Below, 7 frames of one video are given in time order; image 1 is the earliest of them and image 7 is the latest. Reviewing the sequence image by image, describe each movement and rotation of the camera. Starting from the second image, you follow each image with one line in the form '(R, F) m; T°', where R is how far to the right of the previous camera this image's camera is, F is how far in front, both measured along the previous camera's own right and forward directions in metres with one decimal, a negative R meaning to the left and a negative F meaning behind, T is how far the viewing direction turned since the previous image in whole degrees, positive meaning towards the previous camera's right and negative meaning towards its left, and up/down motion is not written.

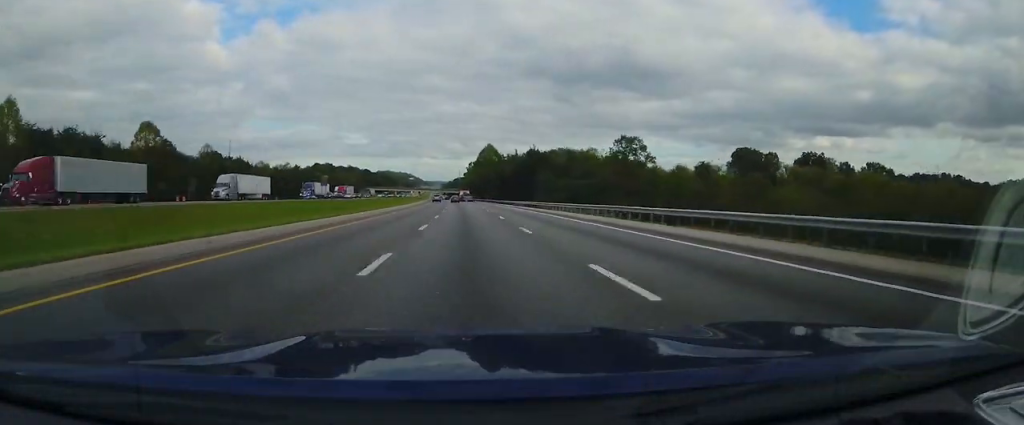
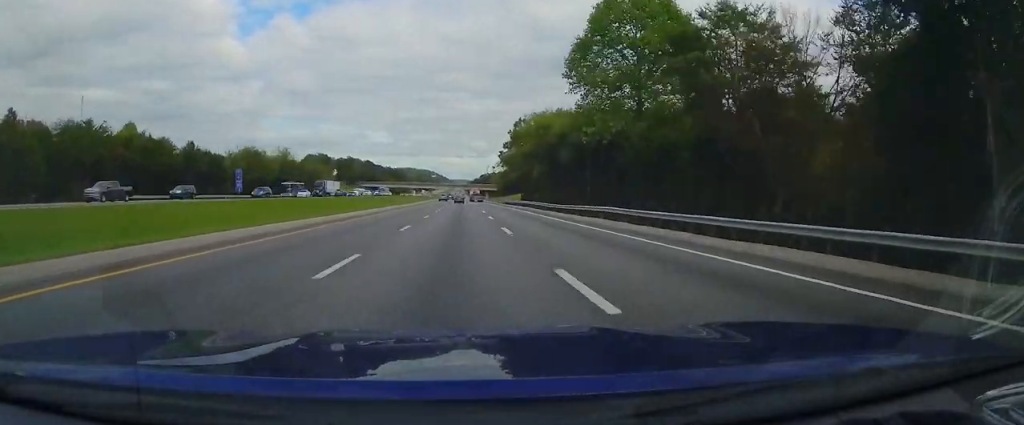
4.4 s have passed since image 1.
(-2.9, +156.4) m; -2°
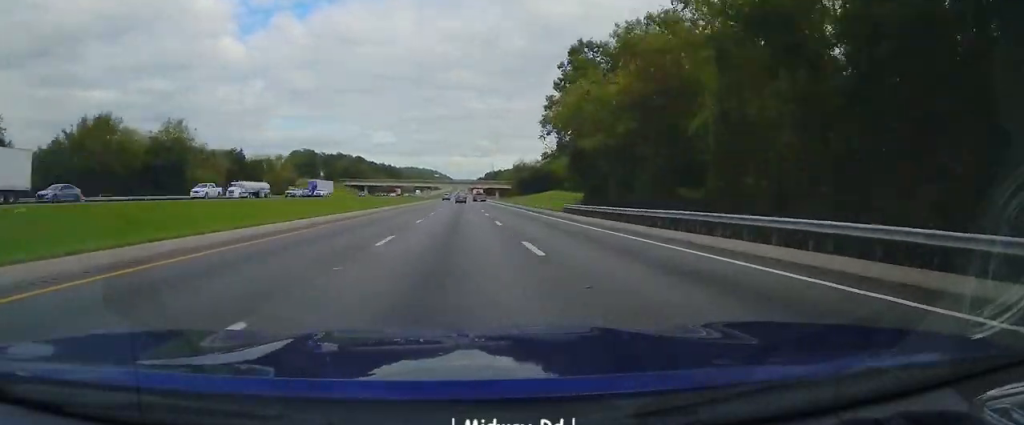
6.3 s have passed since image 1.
(0.0, +66.4) m; 0°
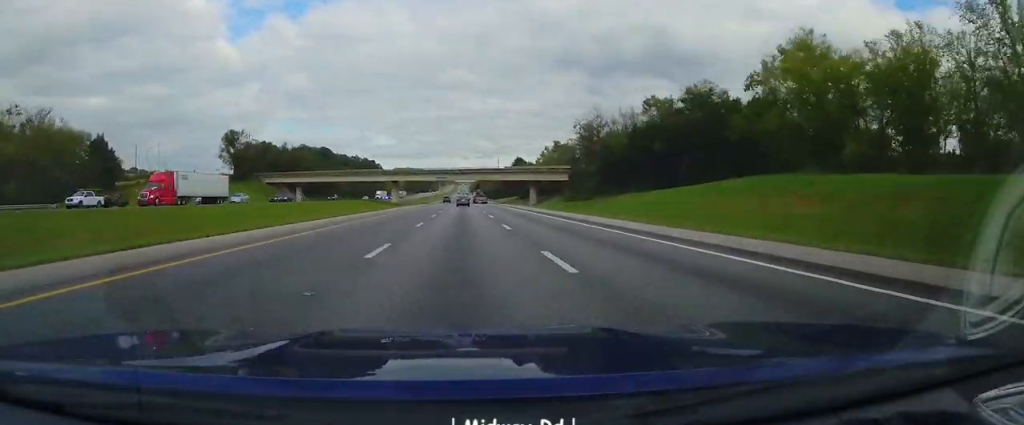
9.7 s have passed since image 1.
(-0.8, +123.3) m; 0°
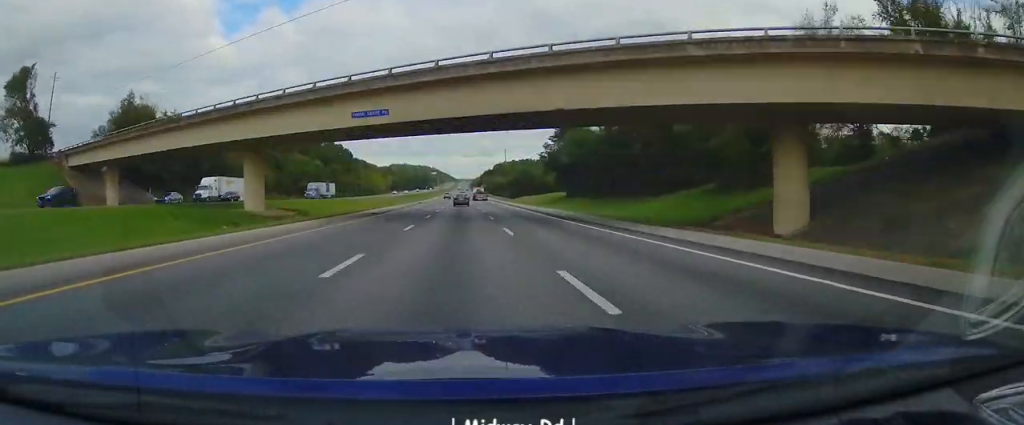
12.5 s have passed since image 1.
(+0.3, +99.3) m; 0°
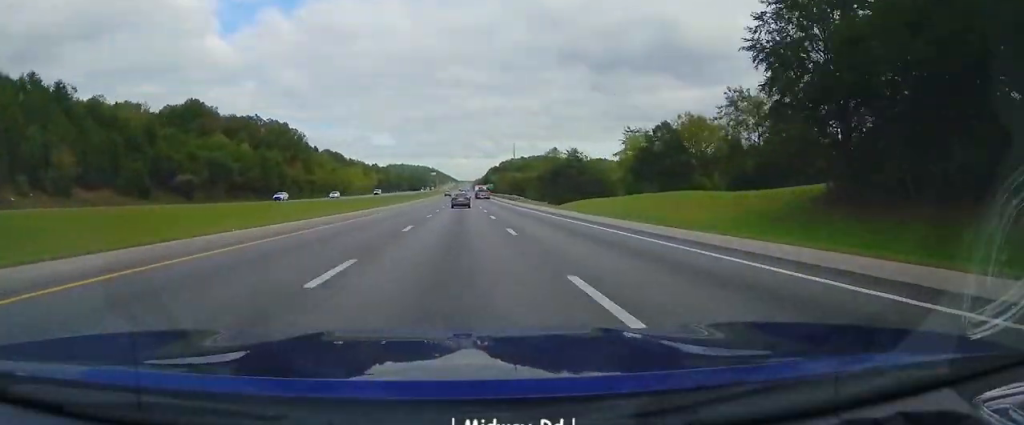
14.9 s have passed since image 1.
(+0.3, +85.3) m; 0°
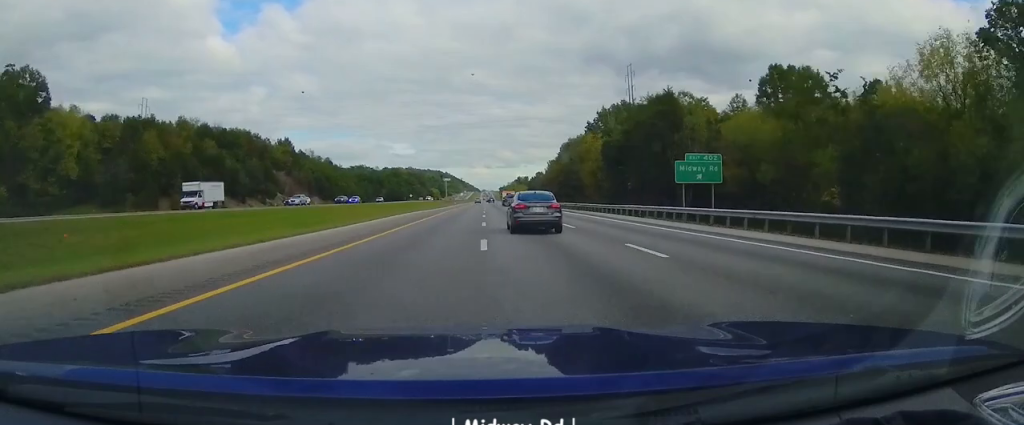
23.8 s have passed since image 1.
(-5.3, +314.2) m; -1°
